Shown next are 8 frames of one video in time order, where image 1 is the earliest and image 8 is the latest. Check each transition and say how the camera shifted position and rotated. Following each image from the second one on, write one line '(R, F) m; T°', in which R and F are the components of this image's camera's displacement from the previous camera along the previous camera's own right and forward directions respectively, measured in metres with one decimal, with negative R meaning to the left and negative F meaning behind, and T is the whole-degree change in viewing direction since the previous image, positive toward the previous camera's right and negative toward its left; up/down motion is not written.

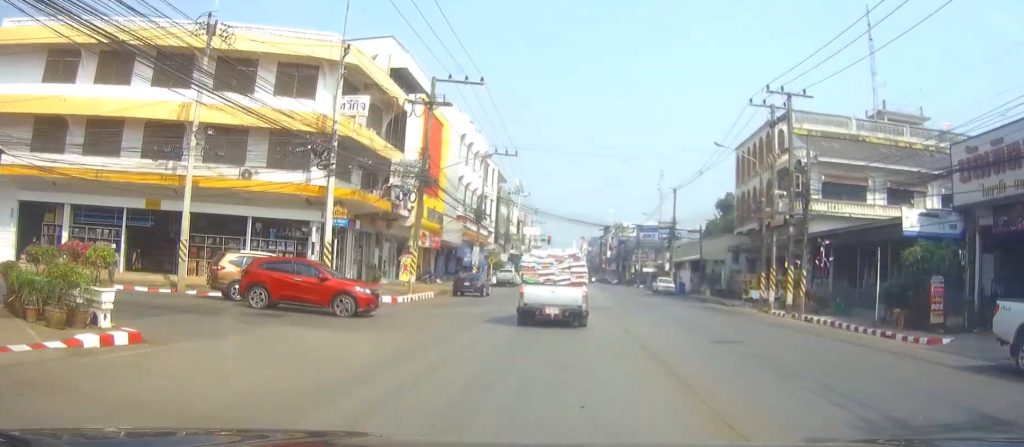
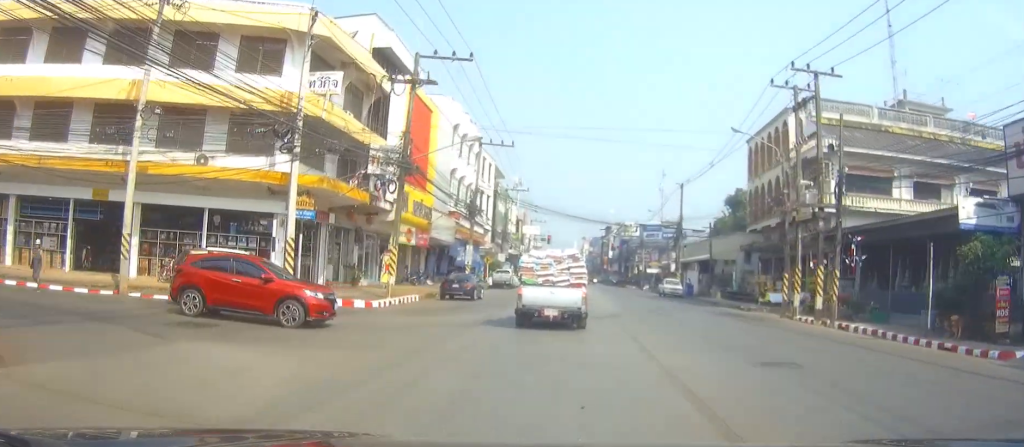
(-0.1, +4.0) m; 0°
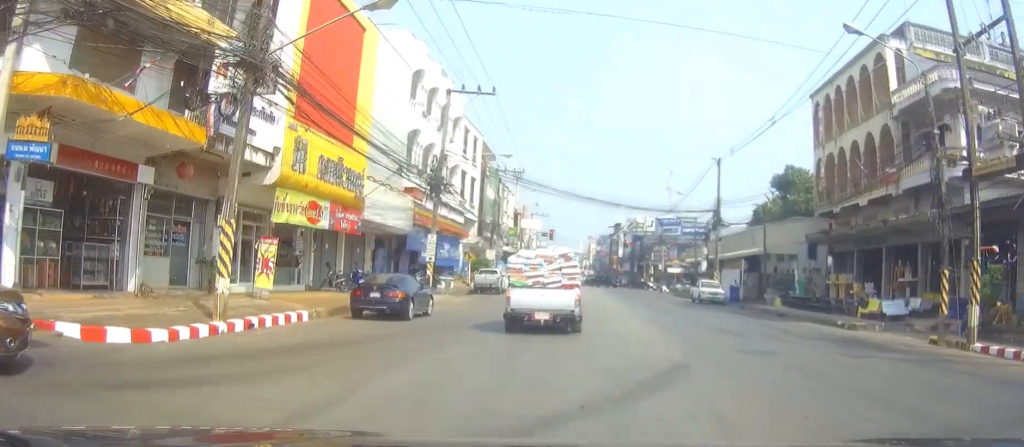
(0.0, +15.3) m; 0°
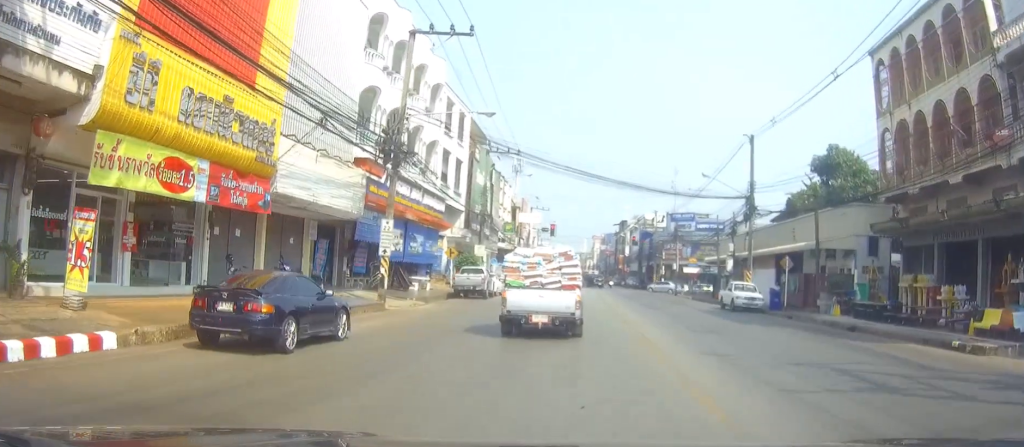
(0.0, +9.0) m; -1°
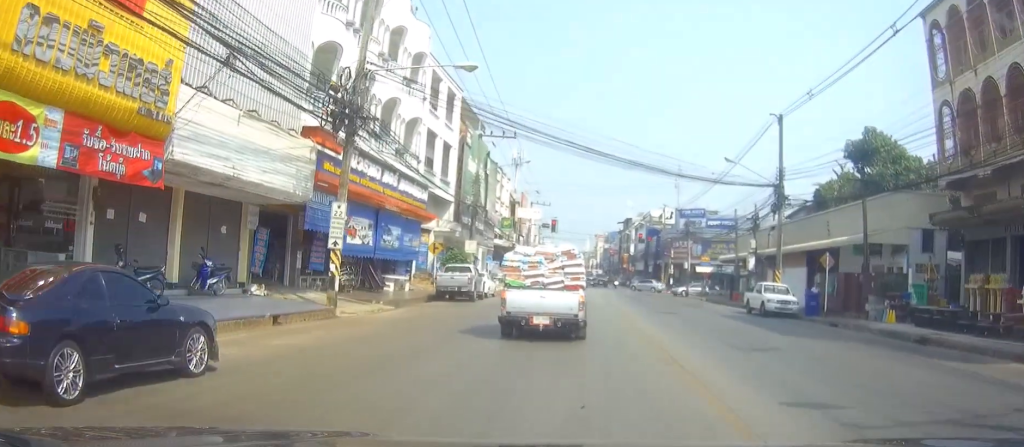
(-0.1, +5.5) m; -1°
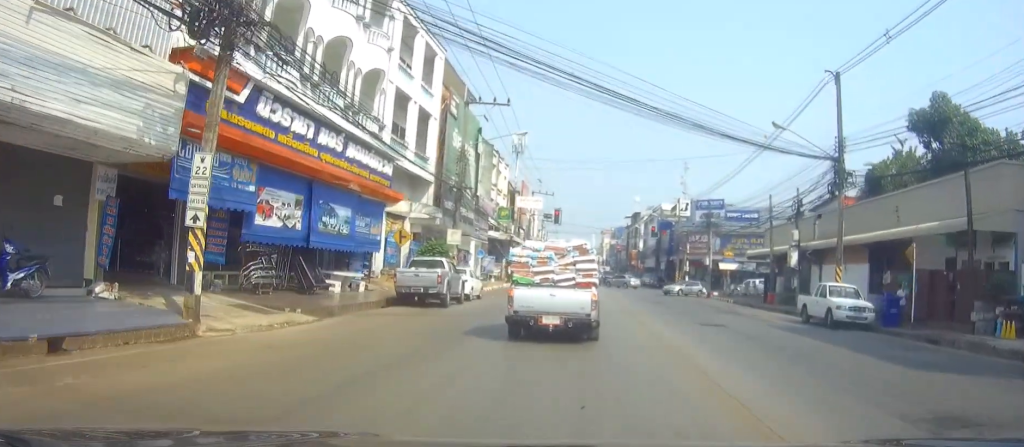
(-0.1, +8.5) m; 0°
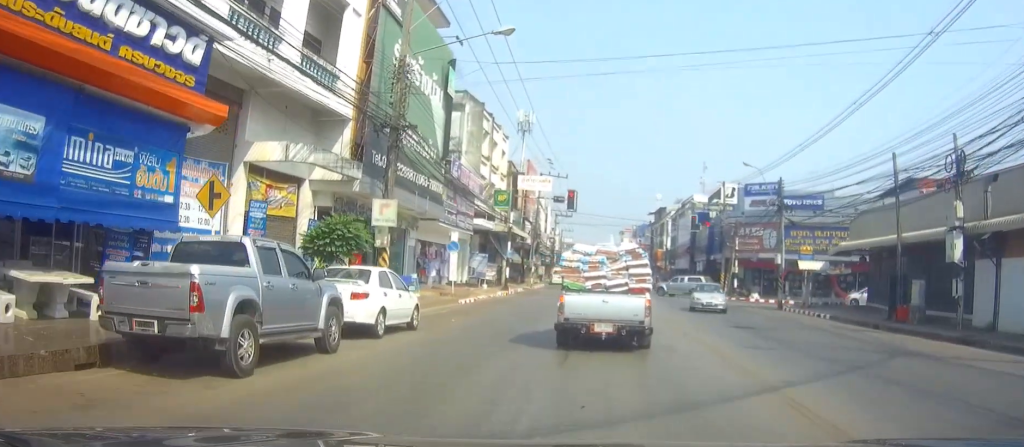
(-0.2, +17.7) m; -3°
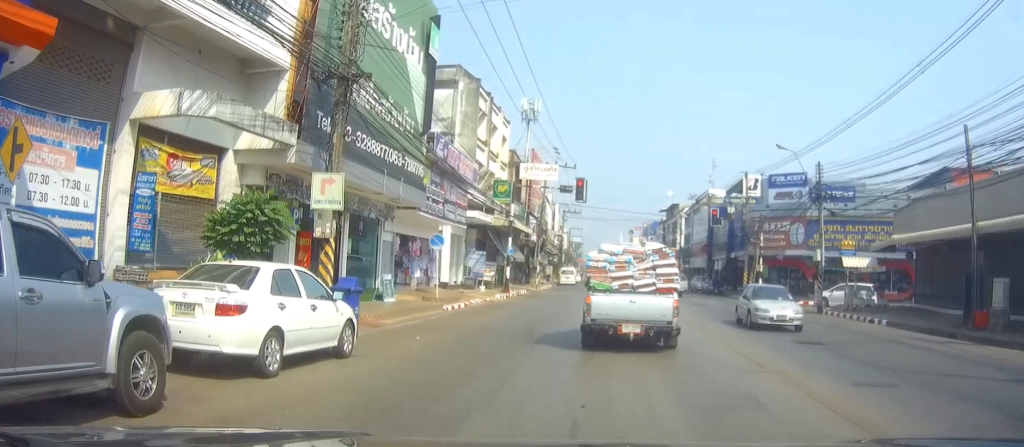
(-0.1, +6.0) m; -3°
